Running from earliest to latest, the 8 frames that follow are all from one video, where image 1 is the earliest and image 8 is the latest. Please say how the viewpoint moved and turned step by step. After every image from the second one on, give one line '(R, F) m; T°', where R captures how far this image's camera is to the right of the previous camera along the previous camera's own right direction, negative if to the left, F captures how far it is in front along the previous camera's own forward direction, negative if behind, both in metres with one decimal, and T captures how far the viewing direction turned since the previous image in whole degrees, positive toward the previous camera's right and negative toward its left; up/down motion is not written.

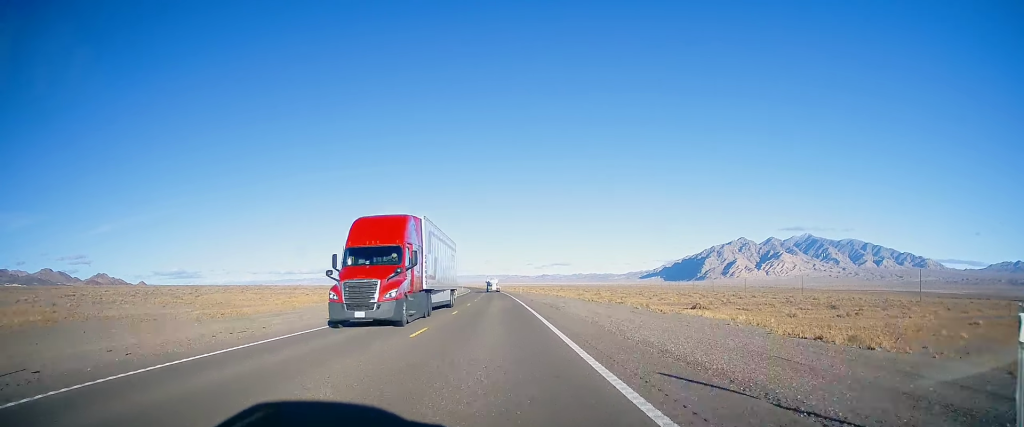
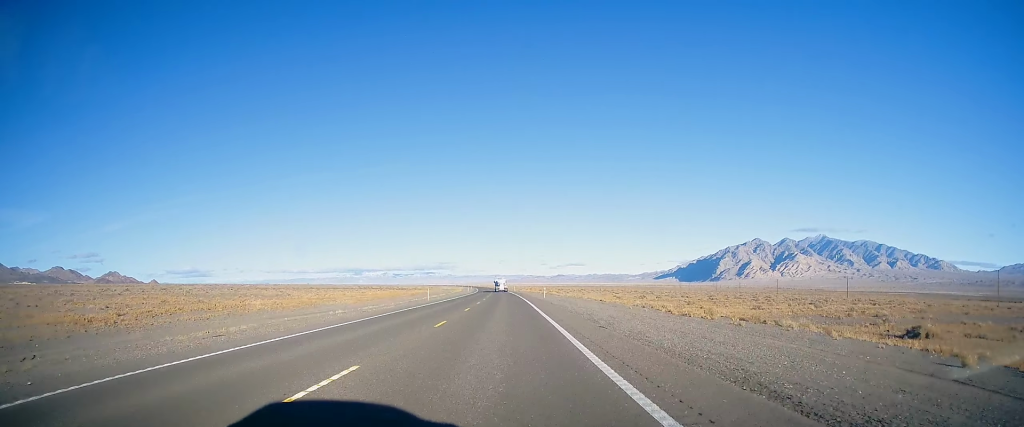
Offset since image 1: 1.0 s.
(-0.1, +33.5) m; -1°
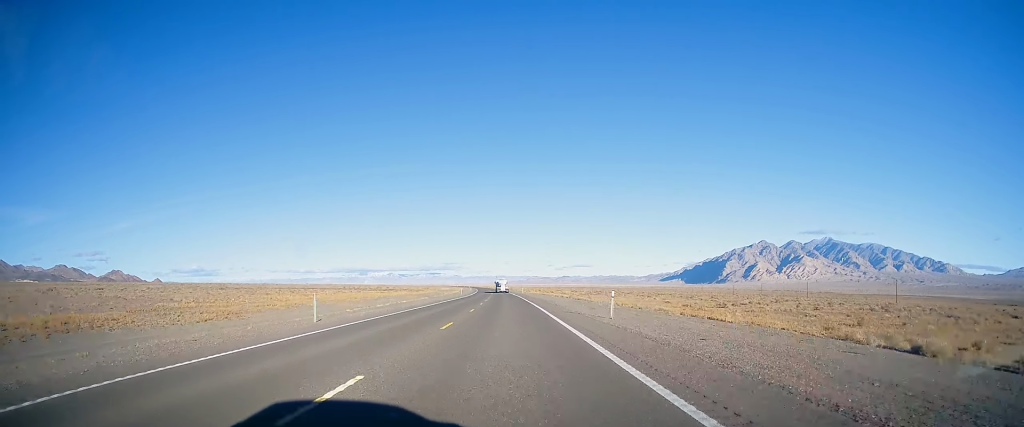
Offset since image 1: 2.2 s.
(-0.4, +37.8) m; -1°
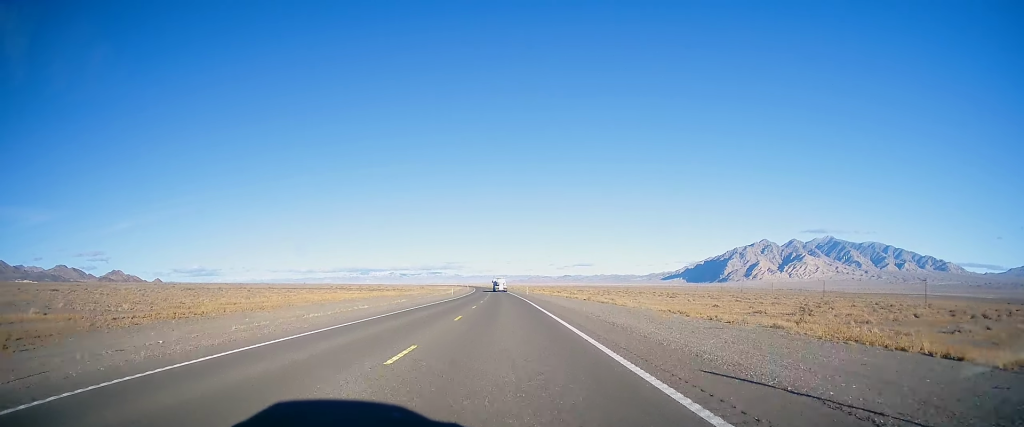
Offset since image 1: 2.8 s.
(+0.2, +20.4) m; 0°
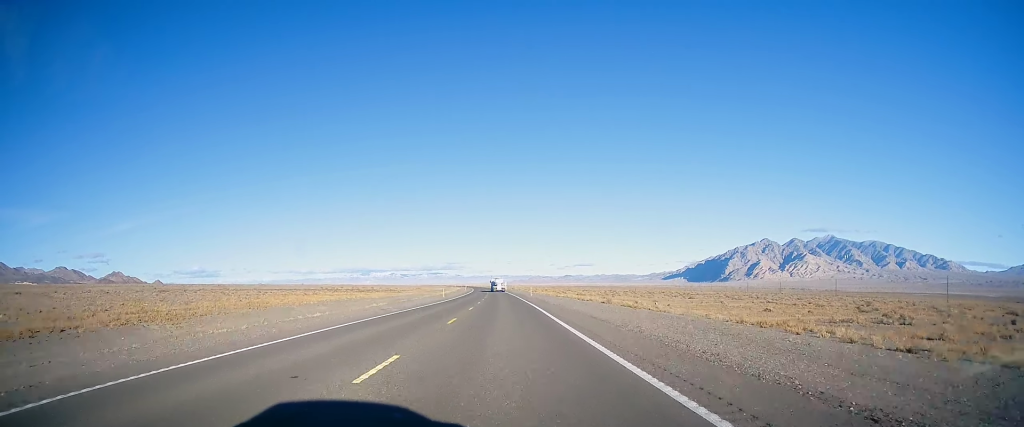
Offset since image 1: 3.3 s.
(-0.3, +13.8) m; 0°
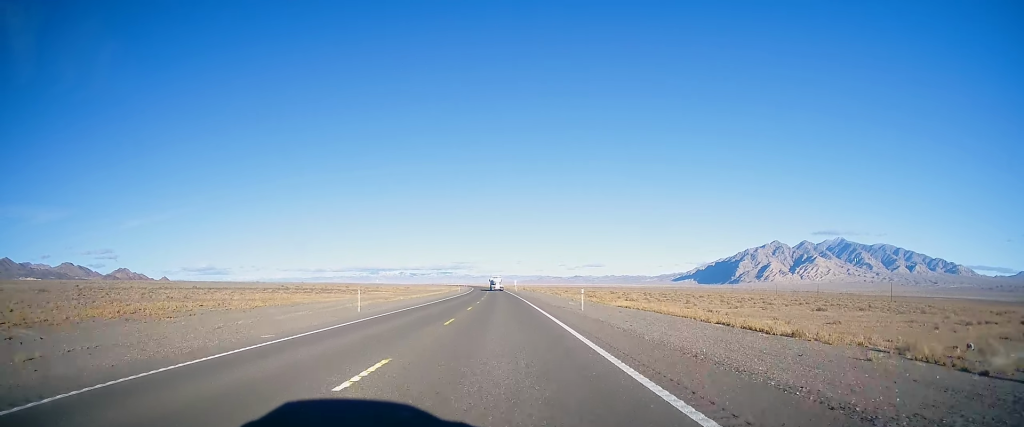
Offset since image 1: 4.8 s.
(0.0, +48.6) m; -1°
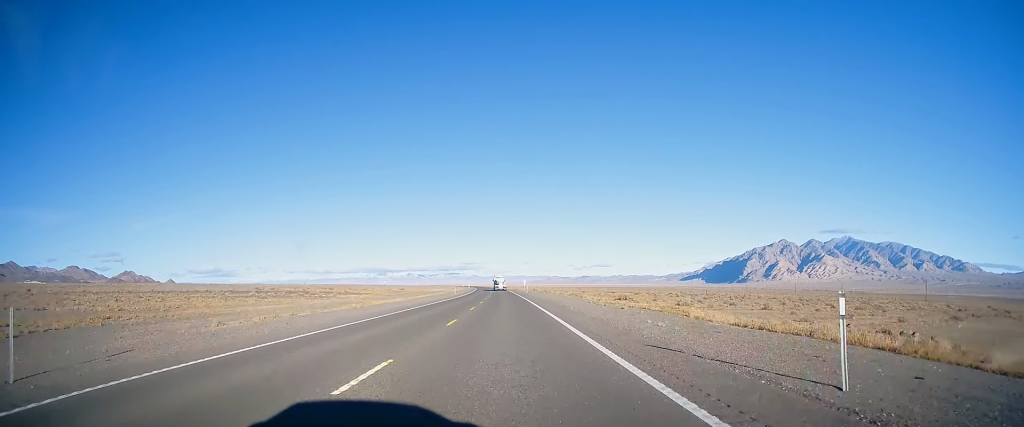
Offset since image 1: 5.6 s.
(-0.5, +24.5) m; -1°
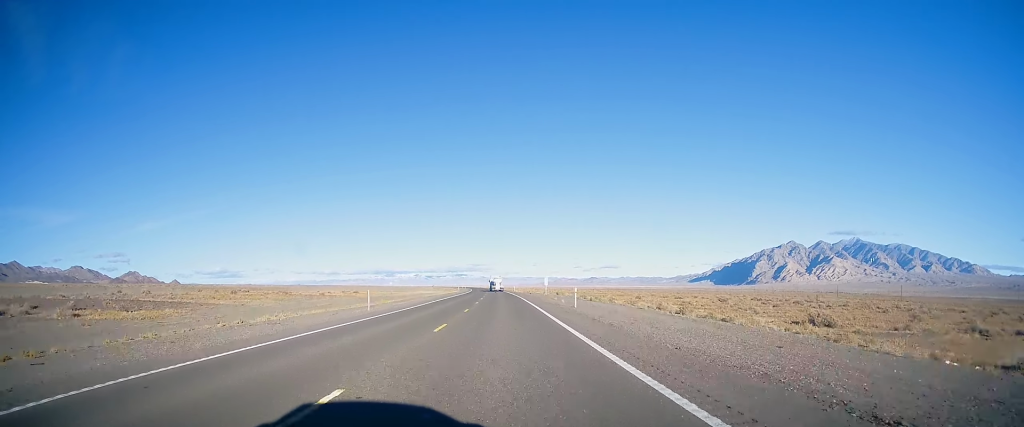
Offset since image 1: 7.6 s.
(-0.7, +63.1) m; -1°
